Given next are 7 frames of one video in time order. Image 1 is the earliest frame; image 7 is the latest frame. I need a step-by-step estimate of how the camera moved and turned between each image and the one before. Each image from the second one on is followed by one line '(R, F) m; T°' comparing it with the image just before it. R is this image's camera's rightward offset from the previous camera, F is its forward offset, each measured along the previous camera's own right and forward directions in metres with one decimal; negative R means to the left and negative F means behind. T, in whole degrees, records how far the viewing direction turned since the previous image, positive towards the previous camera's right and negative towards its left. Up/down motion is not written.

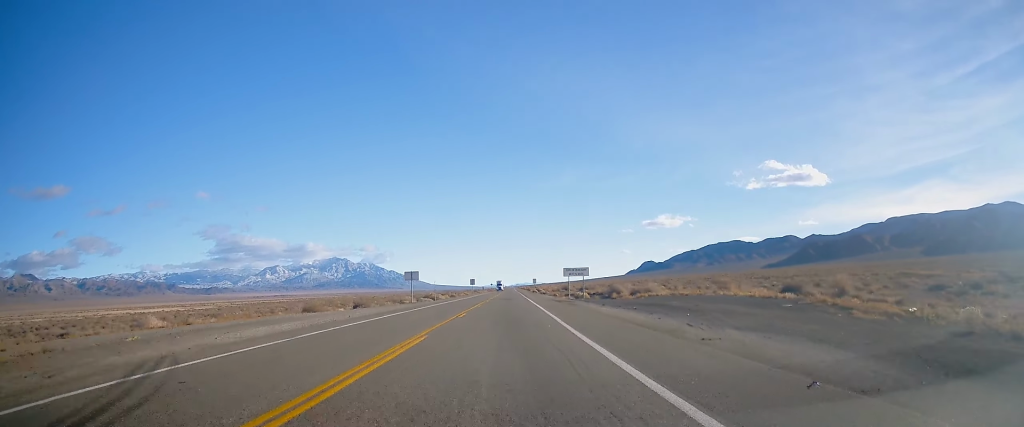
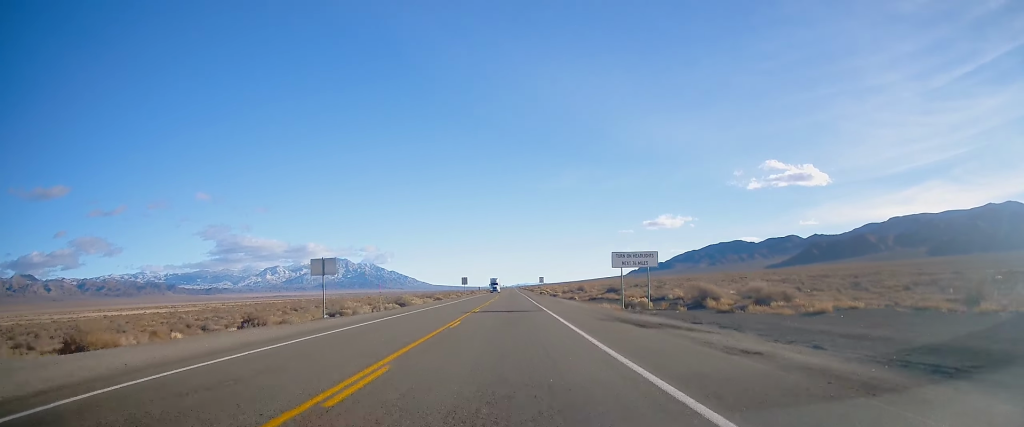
(+0.1, +29.8) m; 0°
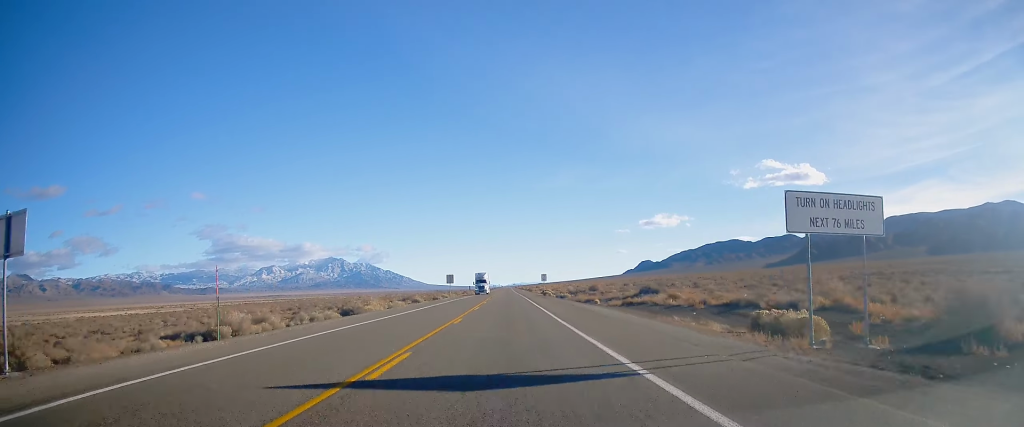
(0.0, +22.5) m; 0°
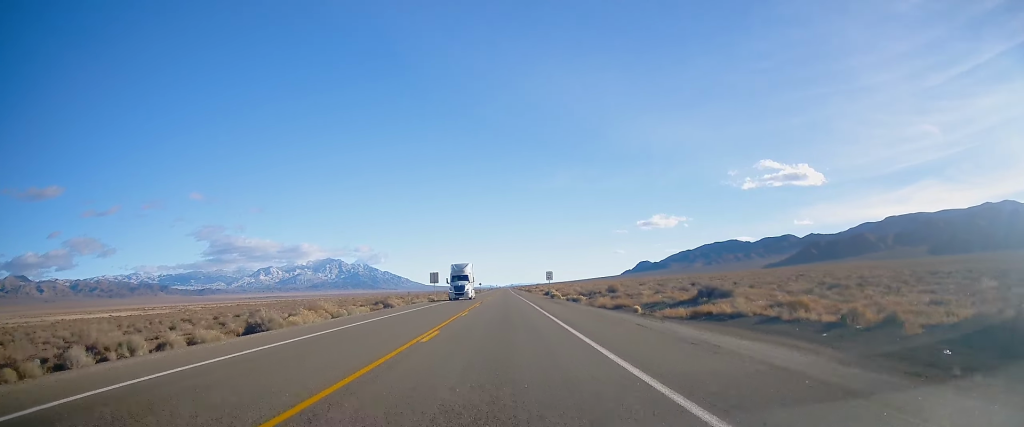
(0.0, +19.0) m; 0°
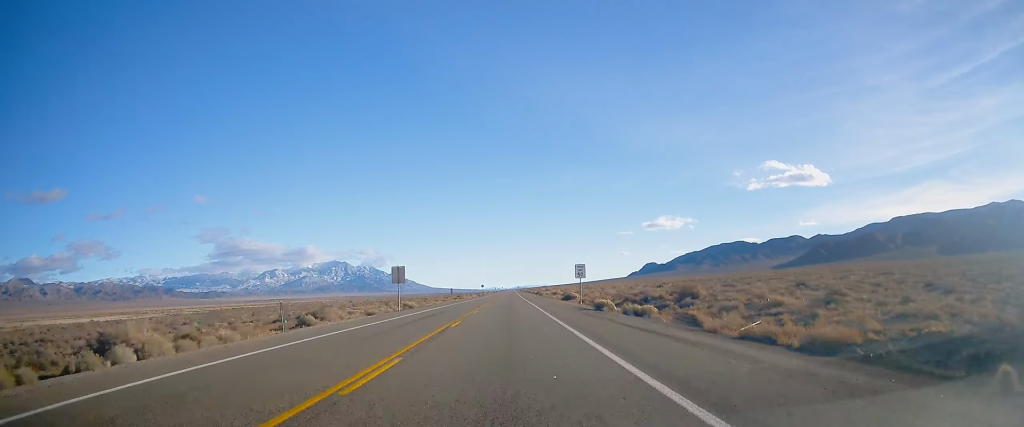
(0.0, +31.0) m; 0°
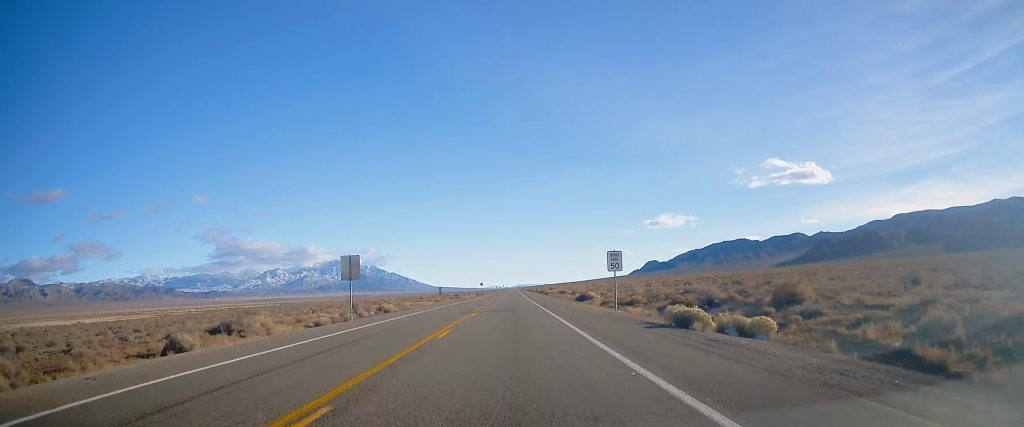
(-0.1, +16.8) m; 0°
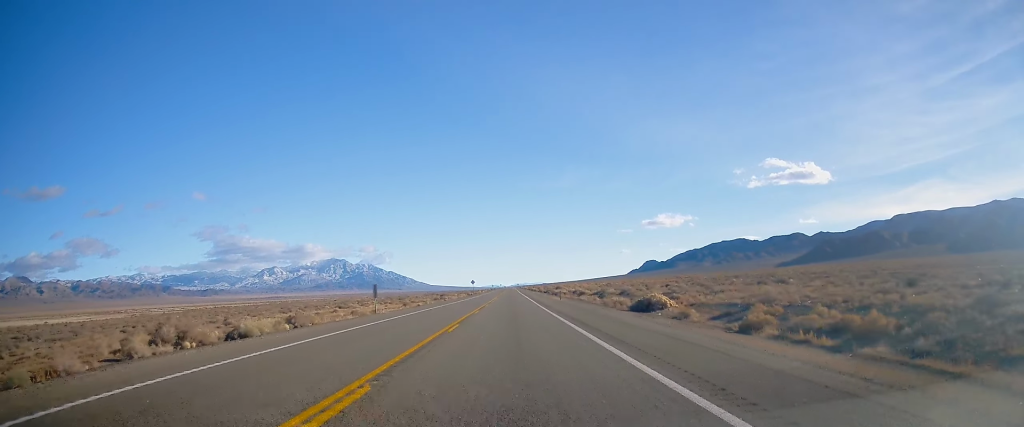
(0.0, +34.8) m; 0°
